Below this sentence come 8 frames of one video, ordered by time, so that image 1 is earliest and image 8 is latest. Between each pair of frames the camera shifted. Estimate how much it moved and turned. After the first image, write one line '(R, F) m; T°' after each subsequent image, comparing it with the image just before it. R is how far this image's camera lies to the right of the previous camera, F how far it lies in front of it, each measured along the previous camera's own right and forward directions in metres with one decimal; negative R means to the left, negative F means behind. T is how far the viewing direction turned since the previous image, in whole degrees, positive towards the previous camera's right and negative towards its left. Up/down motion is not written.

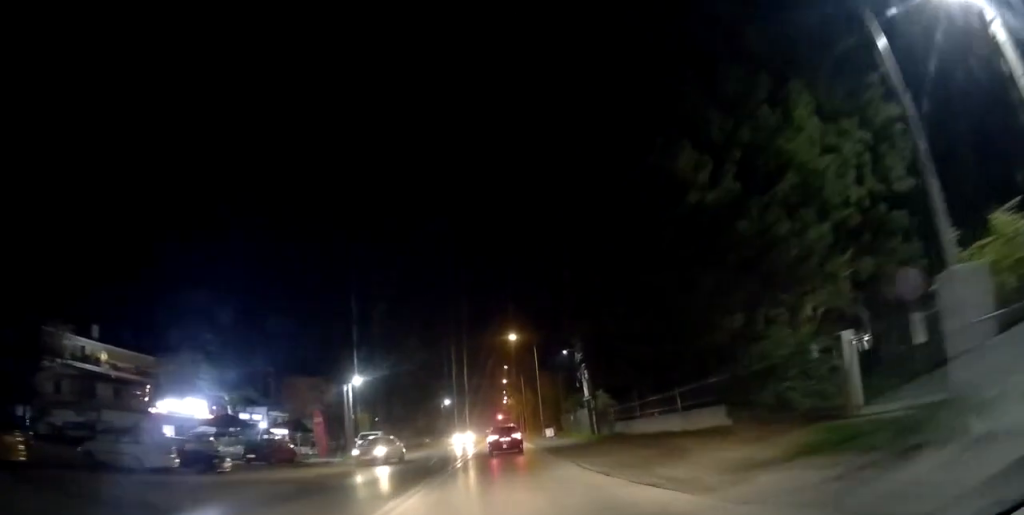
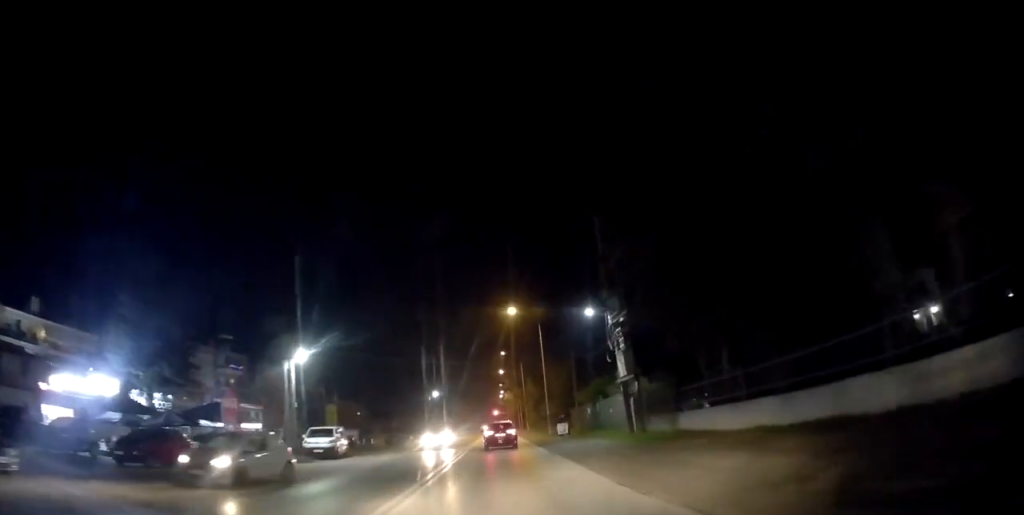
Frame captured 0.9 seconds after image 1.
(+0.6, +11.8) m; +2°
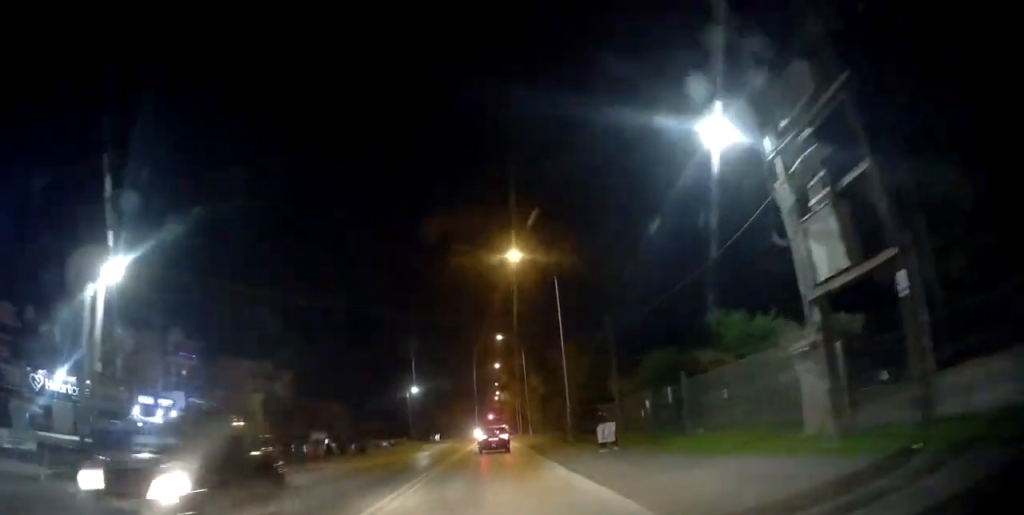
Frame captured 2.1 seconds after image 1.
(-0.3, +16.6) m; -1°
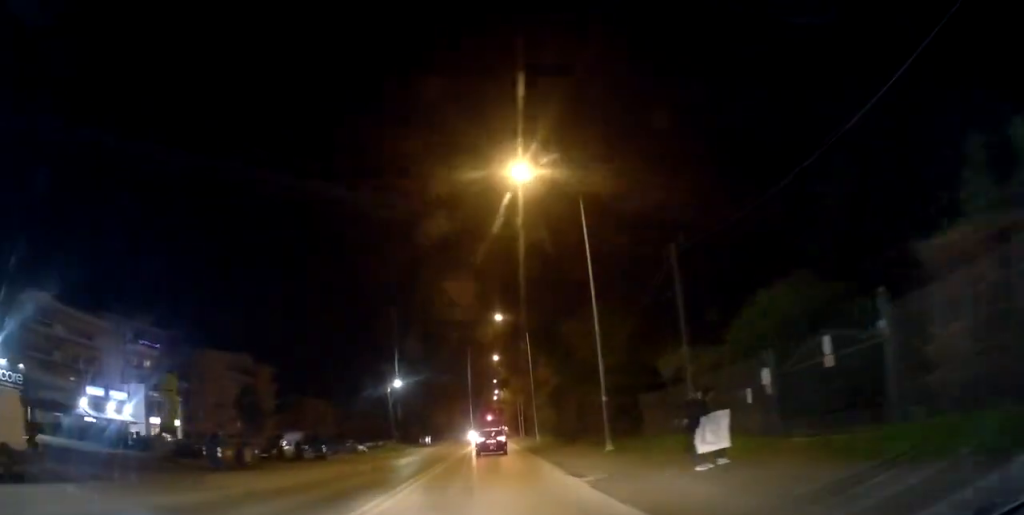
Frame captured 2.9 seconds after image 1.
(+0.3, +10.6) m; +2°
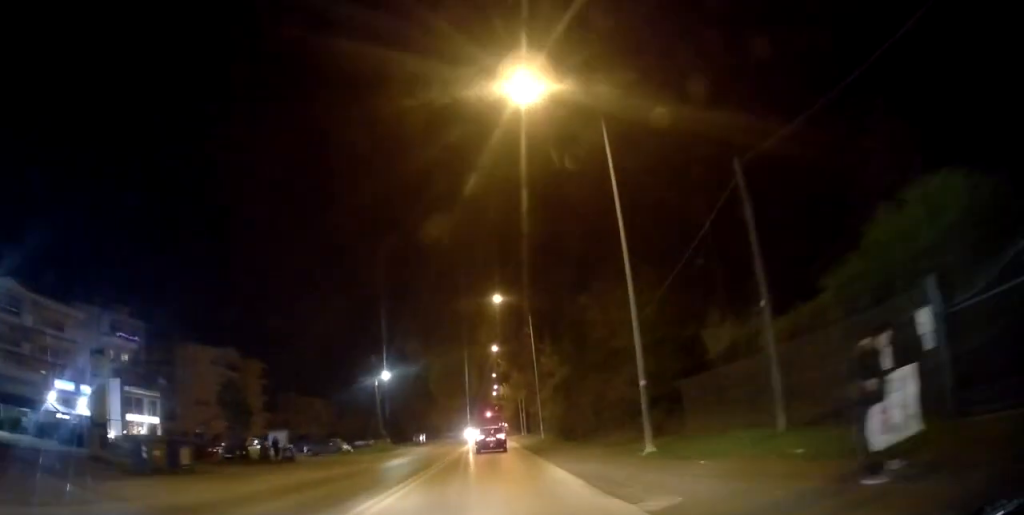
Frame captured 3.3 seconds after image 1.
(+0.1, +5.5) m; +2°
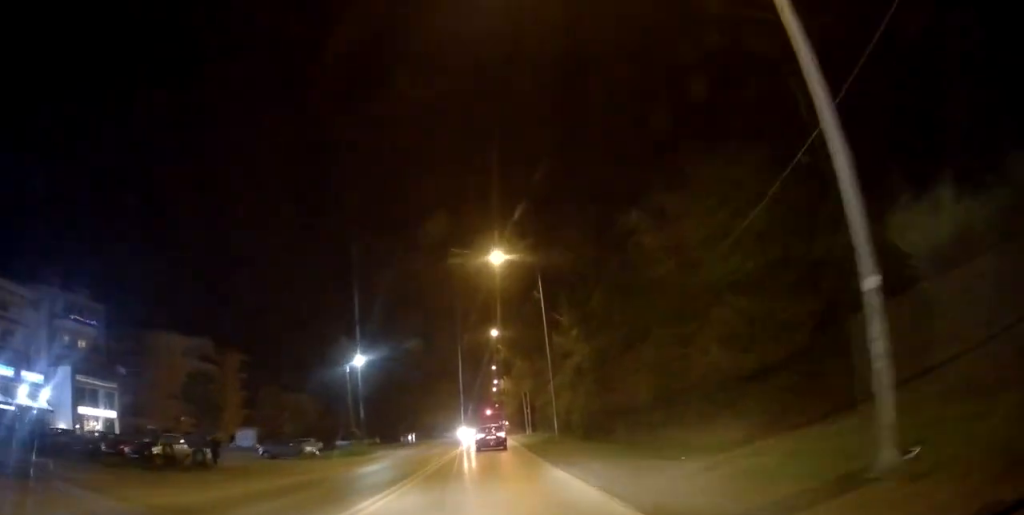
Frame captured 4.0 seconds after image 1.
(0.0, +9.5) m; -4°
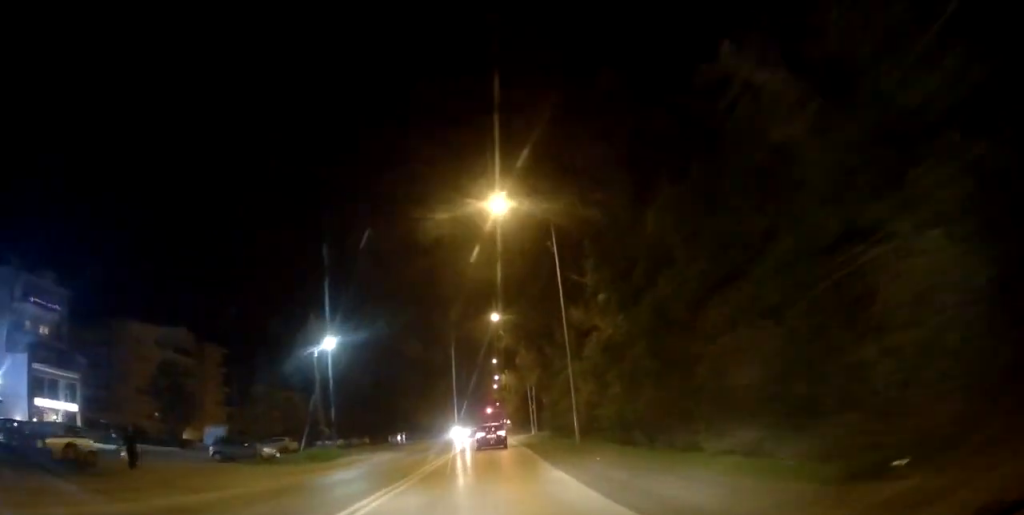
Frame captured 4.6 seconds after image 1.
(-0.2, +7.3) m; -3°
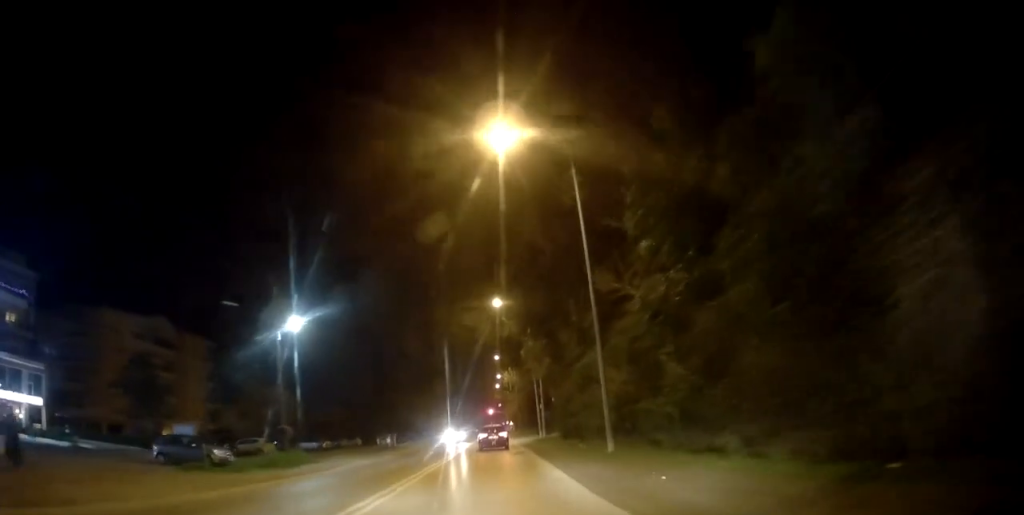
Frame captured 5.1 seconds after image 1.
(-0.4, +6.0) m; -3°
